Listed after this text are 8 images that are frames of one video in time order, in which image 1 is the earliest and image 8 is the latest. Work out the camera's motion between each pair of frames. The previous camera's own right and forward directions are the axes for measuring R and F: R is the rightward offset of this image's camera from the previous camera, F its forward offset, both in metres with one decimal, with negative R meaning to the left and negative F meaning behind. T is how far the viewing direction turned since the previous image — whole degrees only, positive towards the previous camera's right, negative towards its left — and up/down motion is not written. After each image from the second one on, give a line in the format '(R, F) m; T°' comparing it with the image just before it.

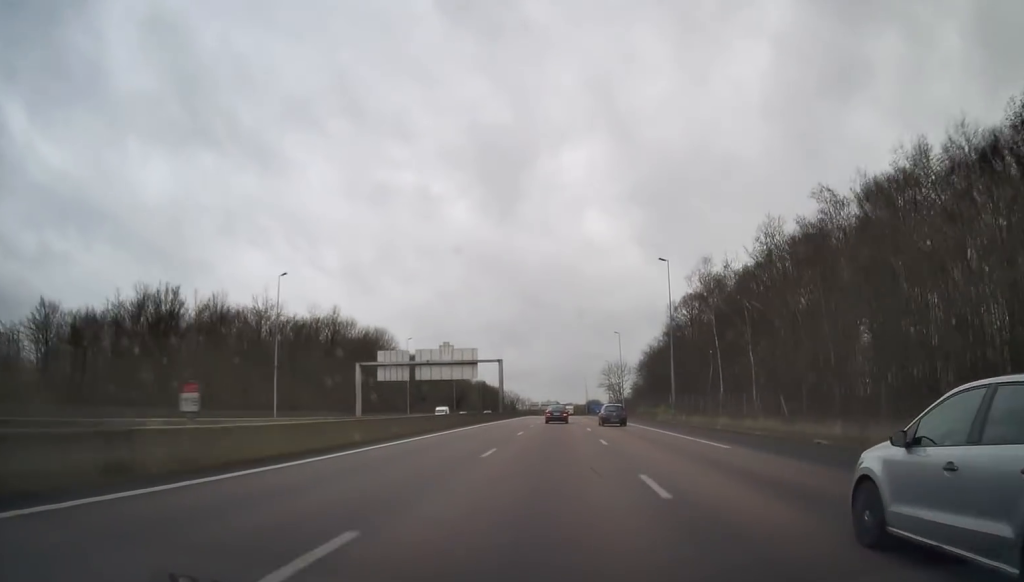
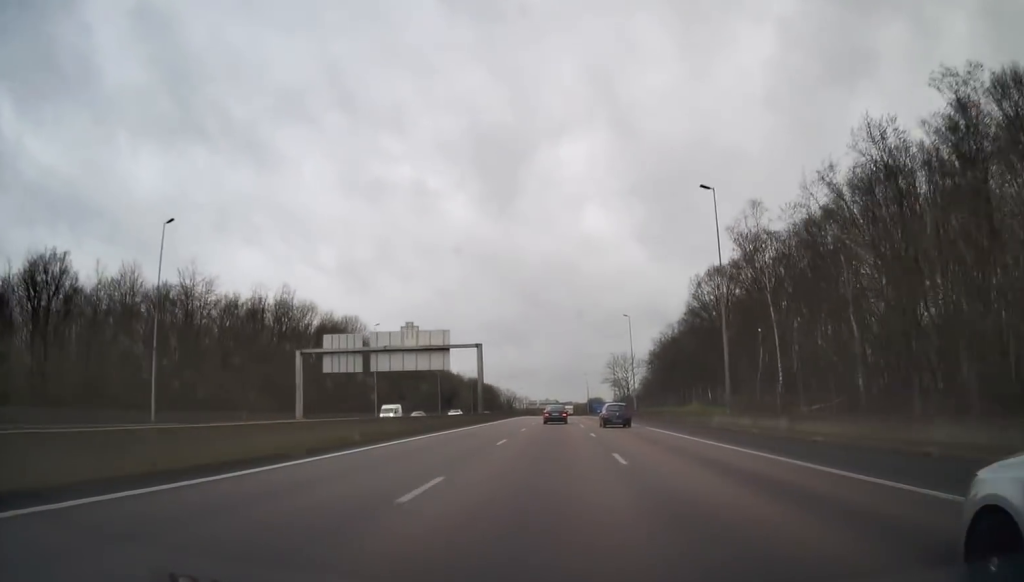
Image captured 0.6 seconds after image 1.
(+0.2, +20.8) m; 0°
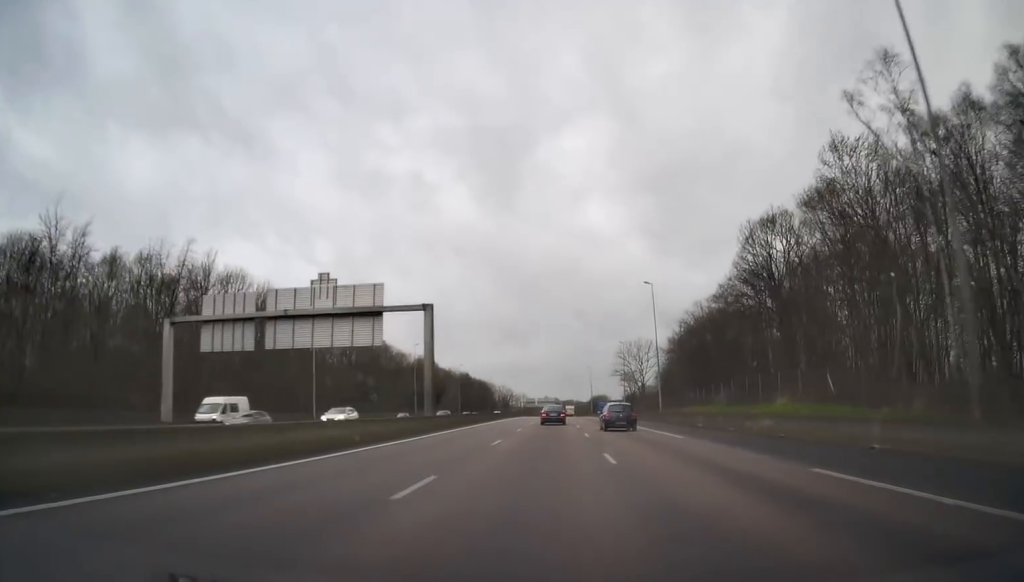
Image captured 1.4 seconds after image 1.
(0.0, +26.3) m; 0°
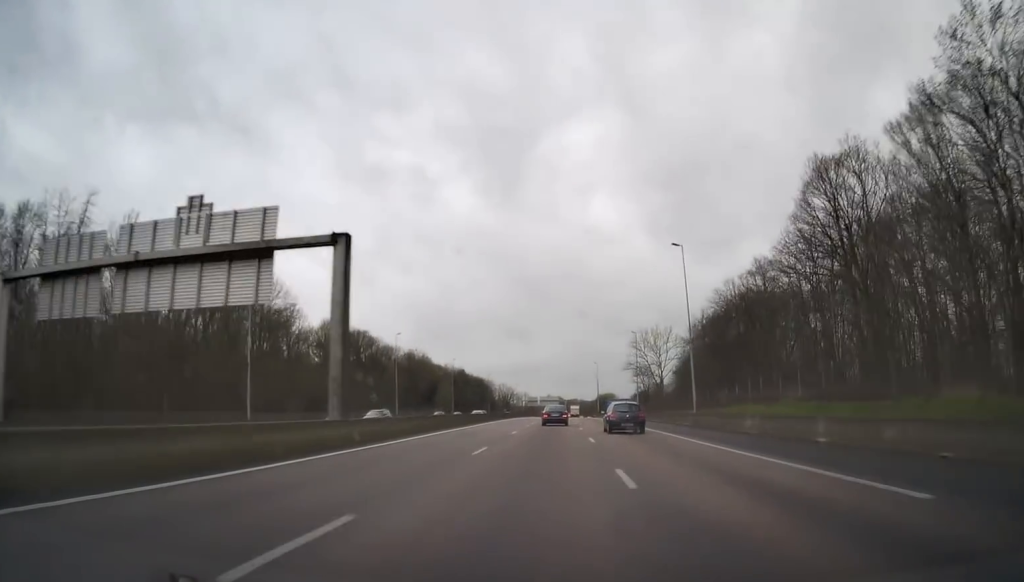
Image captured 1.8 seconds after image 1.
(-0.1, +16.6) m; 0°
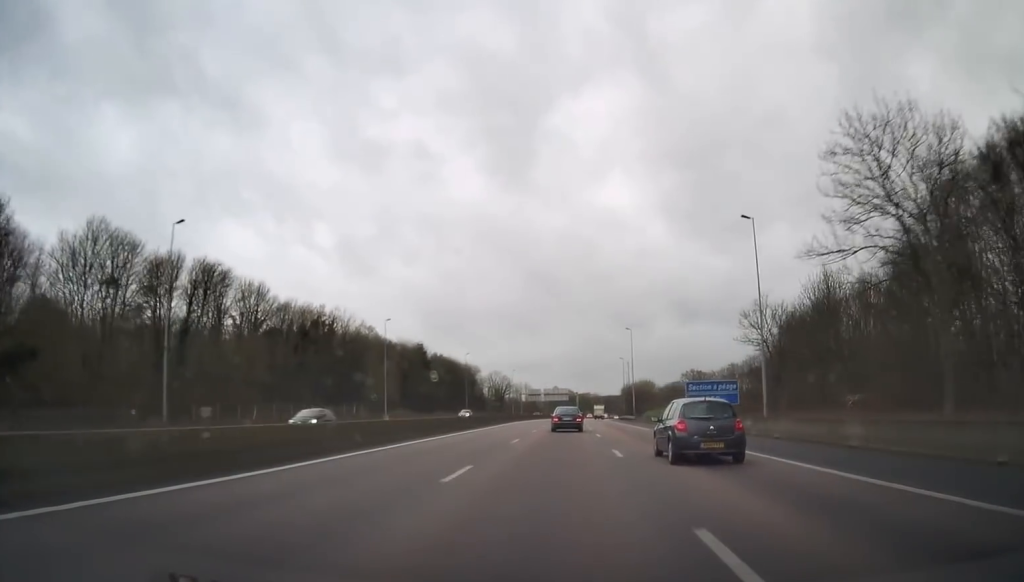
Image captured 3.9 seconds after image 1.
(-0.4, +70.8) m; -1°
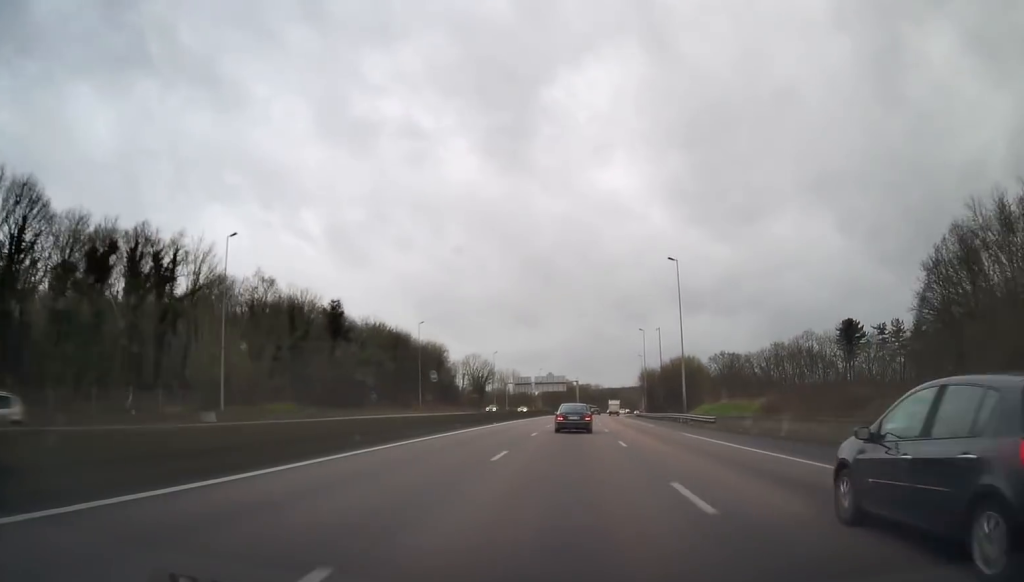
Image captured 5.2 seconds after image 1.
(0.0, +47.7) m; 0°
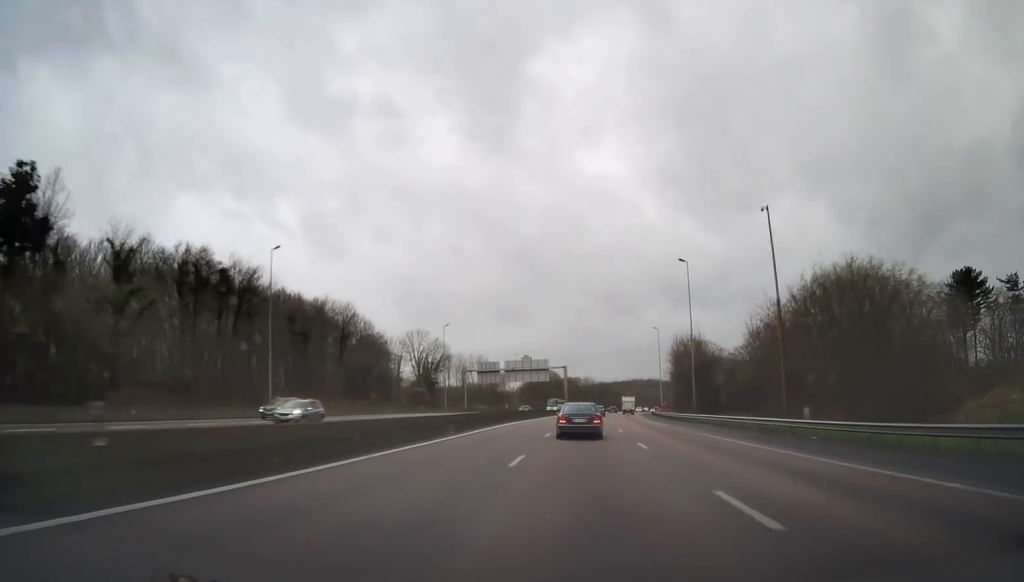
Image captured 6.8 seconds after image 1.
(0.0, +53.5) m; 0°
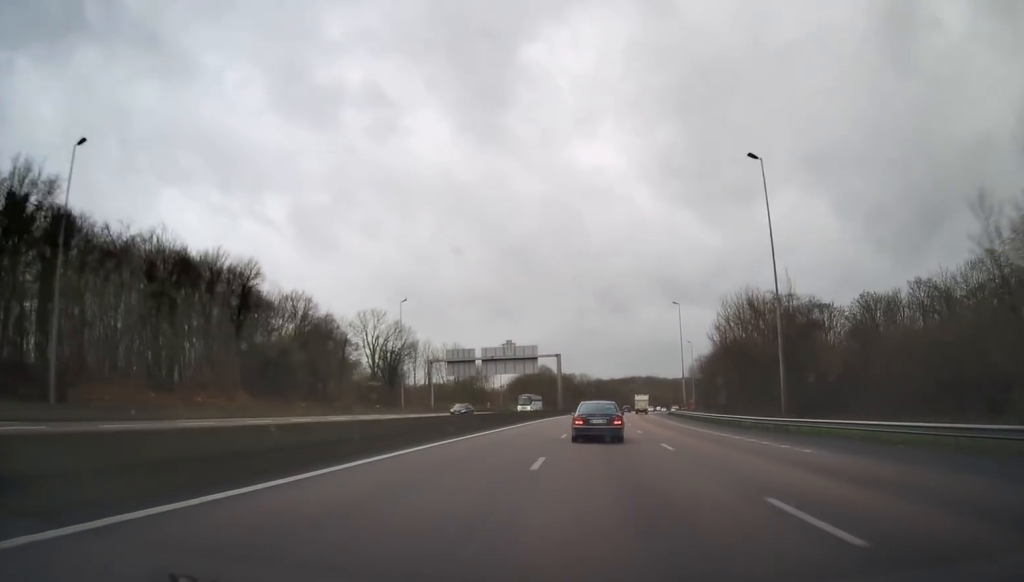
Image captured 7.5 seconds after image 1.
(+0.1, +26.7) m; 0°
